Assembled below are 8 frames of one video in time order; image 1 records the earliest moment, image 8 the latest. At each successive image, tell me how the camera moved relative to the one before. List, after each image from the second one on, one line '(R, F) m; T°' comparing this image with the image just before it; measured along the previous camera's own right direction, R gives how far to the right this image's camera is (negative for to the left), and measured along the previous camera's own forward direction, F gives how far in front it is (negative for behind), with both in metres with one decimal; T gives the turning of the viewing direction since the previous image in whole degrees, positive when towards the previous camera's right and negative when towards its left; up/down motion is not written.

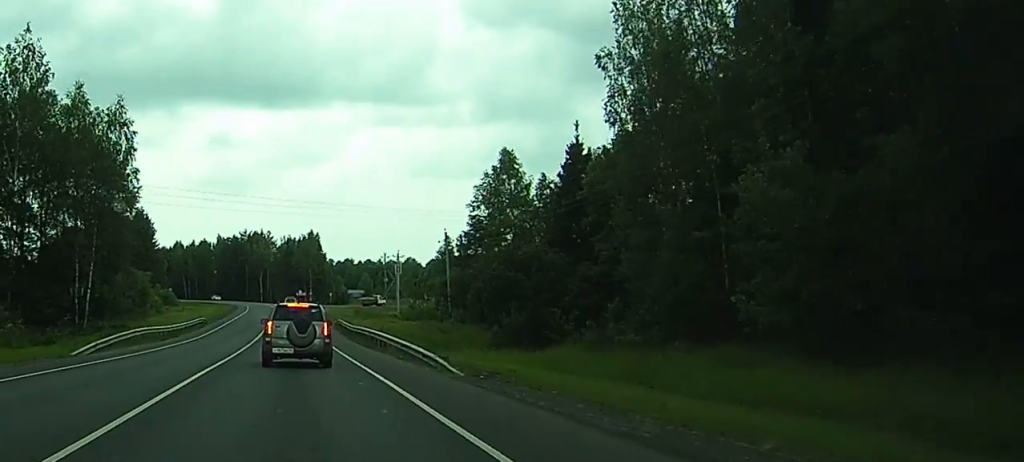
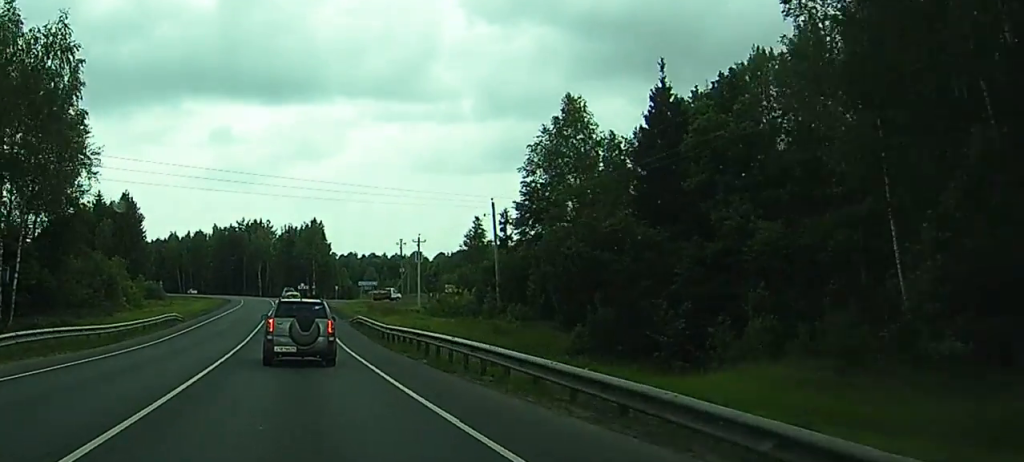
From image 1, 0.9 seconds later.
(-0.2, +18.4) m; 0°
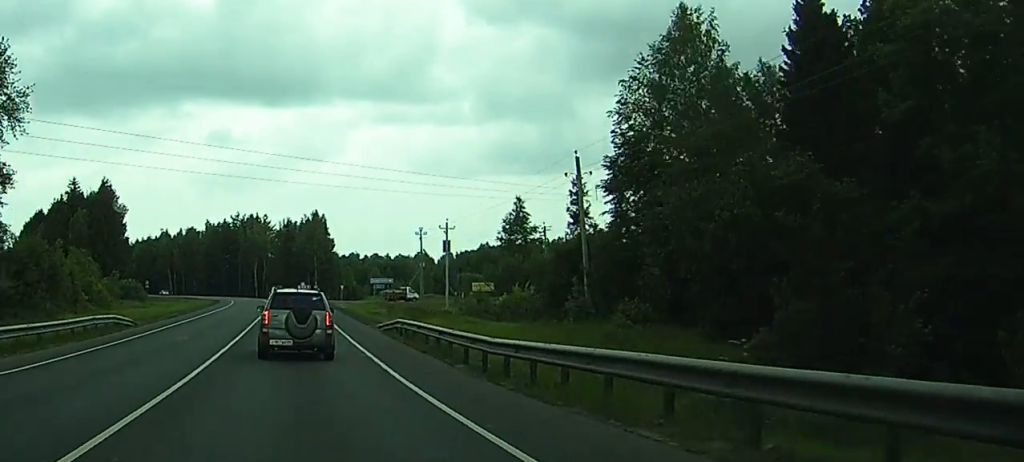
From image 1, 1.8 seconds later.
(0.0, +18.9) m; 0°
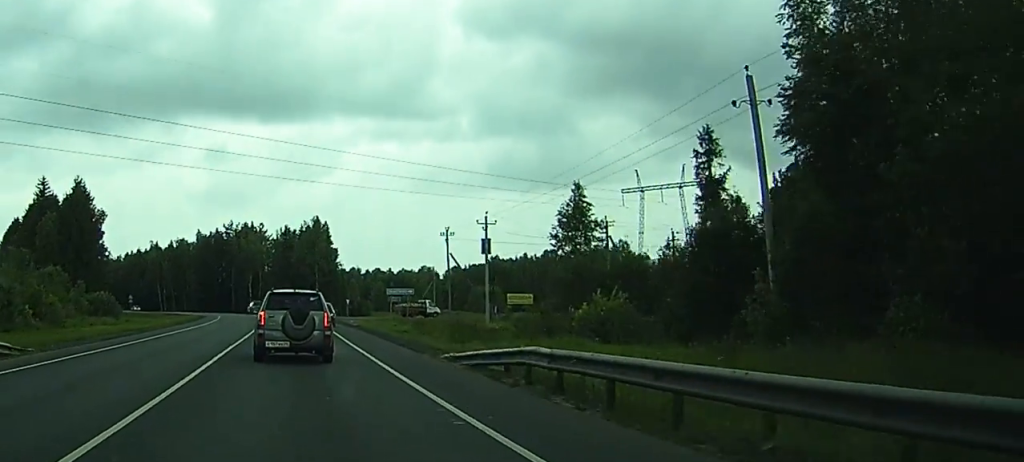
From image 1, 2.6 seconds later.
(+0.1, +18.0) m; 0°
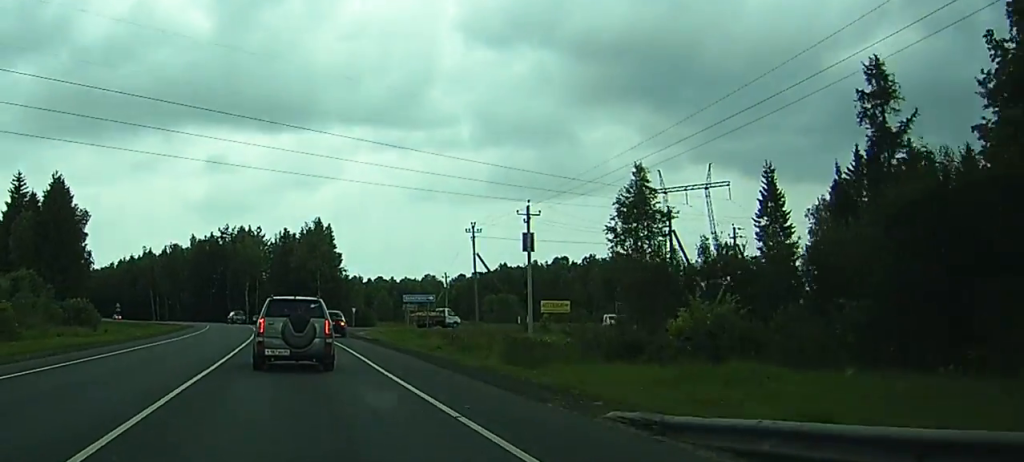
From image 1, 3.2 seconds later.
(+0.1, +12.3) m; 0°
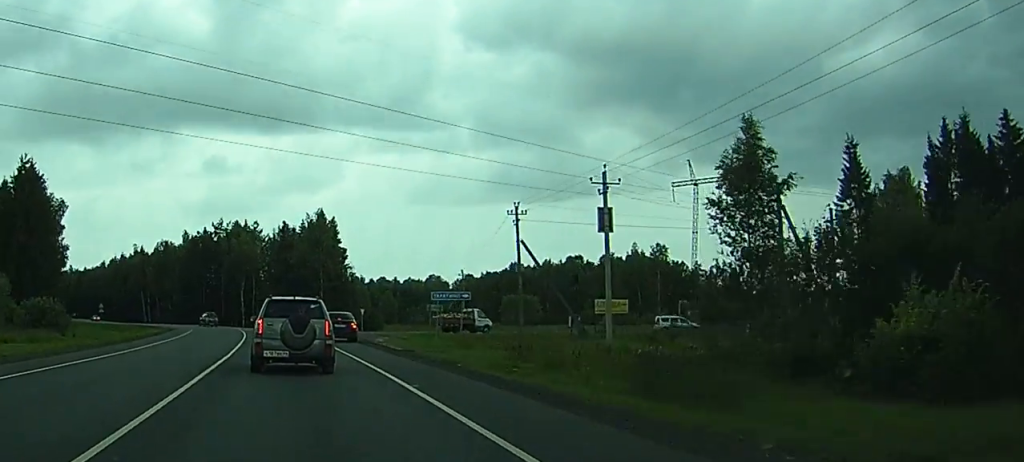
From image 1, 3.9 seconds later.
(-0.2, +14.0) m; -1°
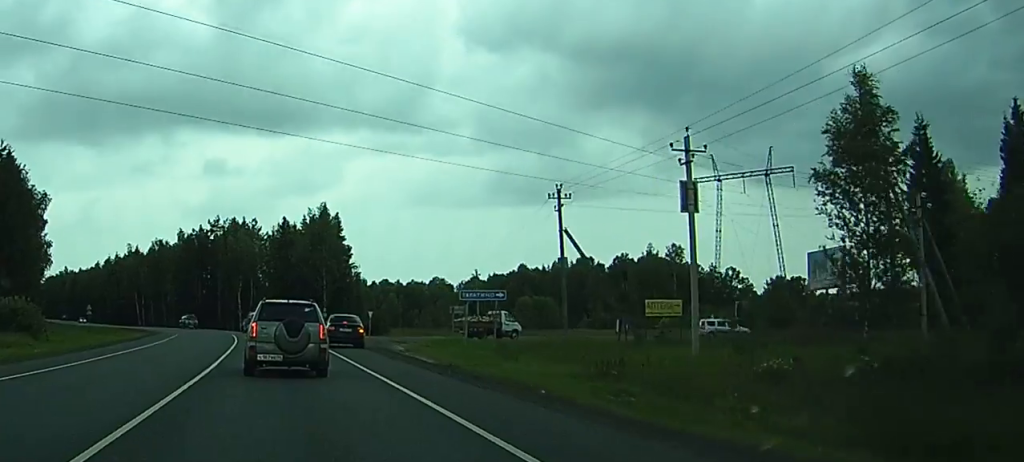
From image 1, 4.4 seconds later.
(0.0, +9.2) m; -1°
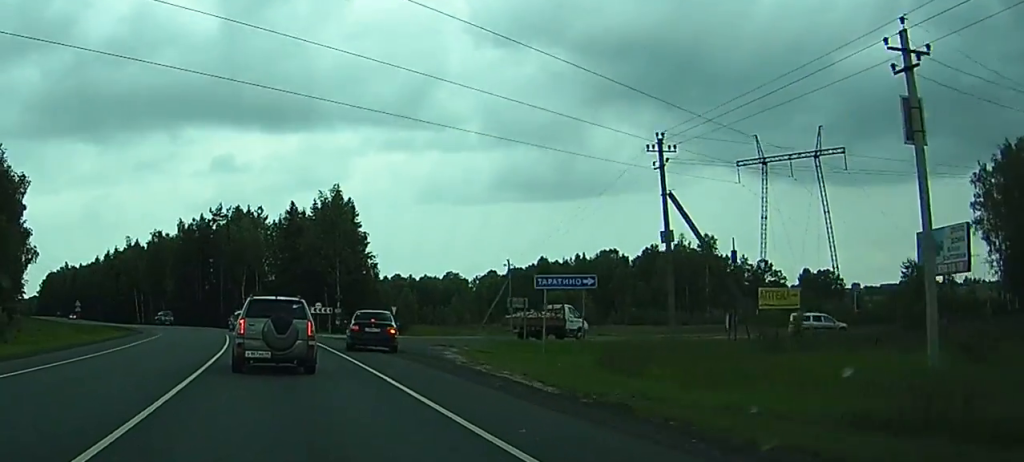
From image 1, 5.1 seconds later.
(-0.1, +12.9) m; -1°
